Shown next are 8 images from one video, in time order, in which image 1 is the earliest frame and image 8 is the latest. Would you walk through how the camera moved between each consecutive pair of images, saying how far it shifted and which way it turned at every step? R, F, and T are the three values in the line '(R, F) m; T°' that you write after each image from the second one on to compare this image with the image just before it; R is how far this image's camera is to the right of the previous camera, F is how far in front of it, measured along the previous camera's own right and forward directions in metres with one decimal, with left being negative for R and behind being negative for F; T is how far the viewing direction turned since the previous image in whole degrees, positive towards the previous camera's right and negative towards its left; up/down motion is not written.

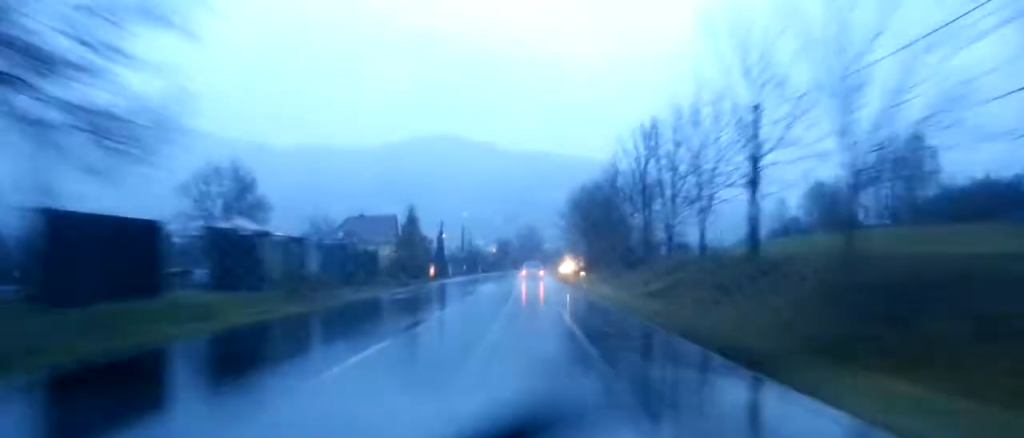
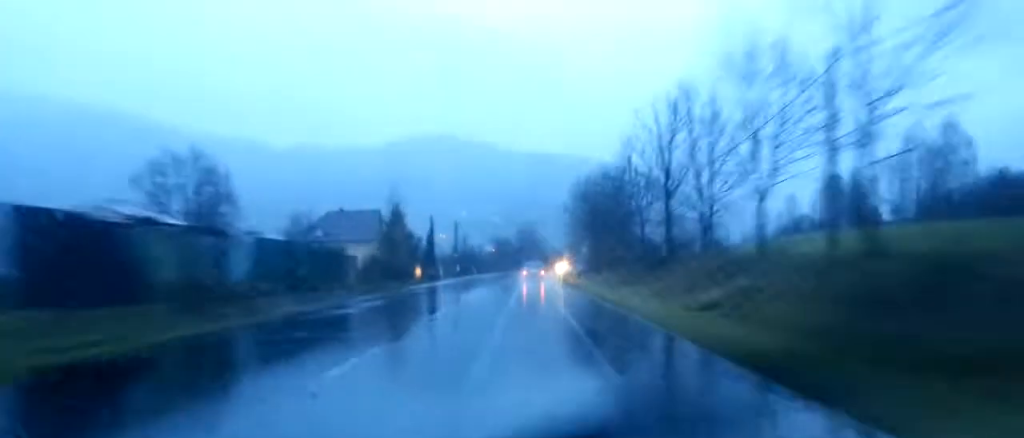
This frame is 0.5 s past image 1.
(-0.1, +9.4) m; 0°
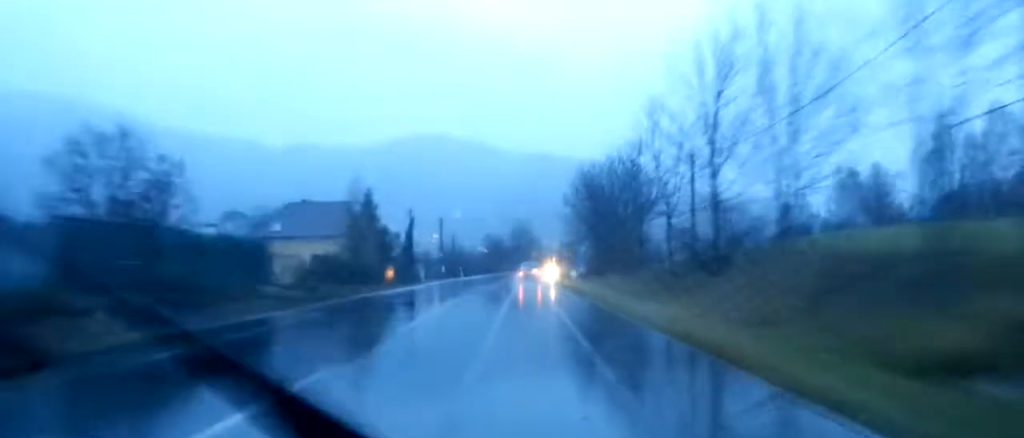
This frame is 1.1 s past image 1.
(-0.3, +12.2) m; 0°
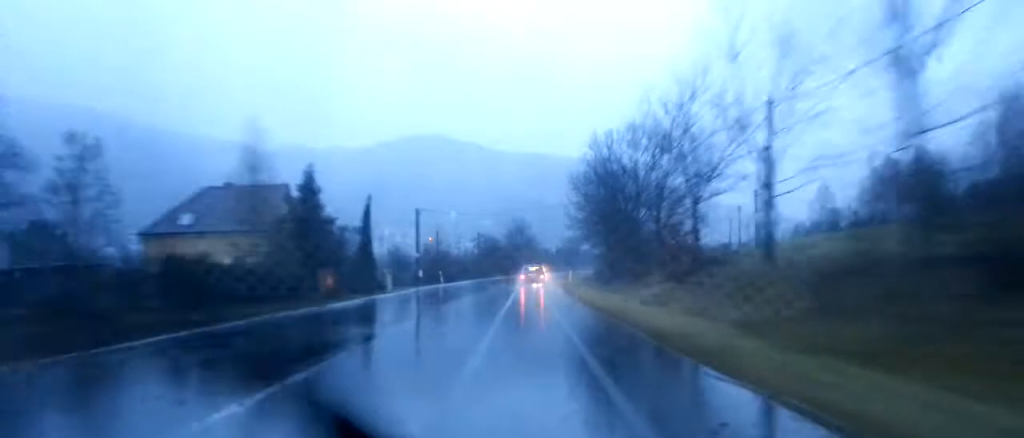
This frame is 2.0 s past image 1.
(+0.4, +18.9) m; +1°
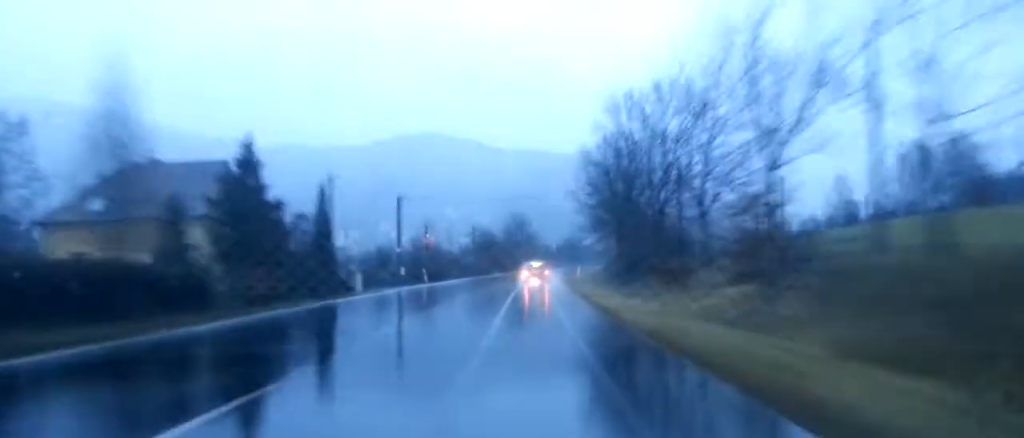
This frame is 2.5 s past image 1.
(0.0, +10.8) m; 0°
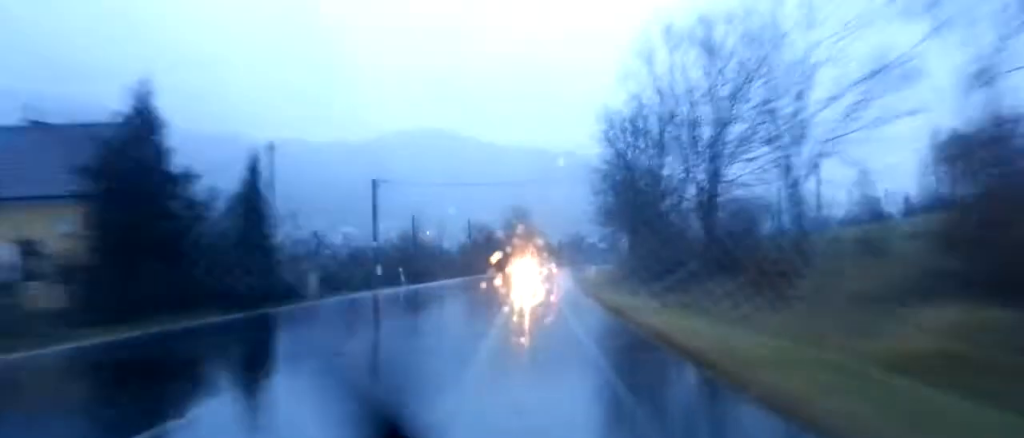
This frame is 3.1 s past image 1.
(0.0, +10.8) m; 0°
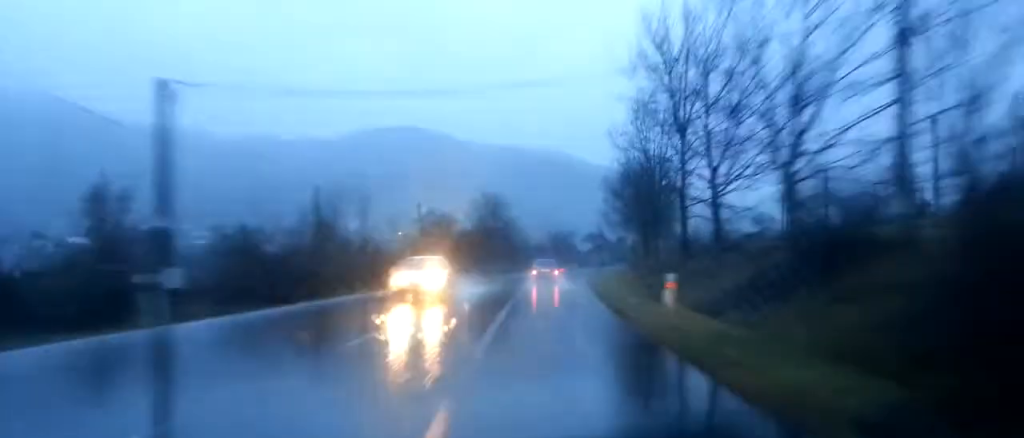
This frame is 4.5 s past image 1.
(-0.1, +28.2) m; 0°
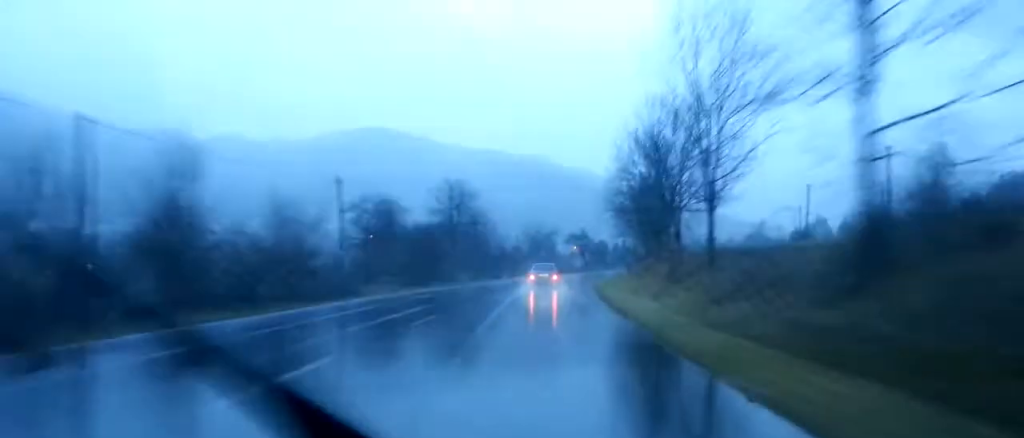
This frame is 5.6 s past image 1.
(+0.2, +22.6) m; +2°
